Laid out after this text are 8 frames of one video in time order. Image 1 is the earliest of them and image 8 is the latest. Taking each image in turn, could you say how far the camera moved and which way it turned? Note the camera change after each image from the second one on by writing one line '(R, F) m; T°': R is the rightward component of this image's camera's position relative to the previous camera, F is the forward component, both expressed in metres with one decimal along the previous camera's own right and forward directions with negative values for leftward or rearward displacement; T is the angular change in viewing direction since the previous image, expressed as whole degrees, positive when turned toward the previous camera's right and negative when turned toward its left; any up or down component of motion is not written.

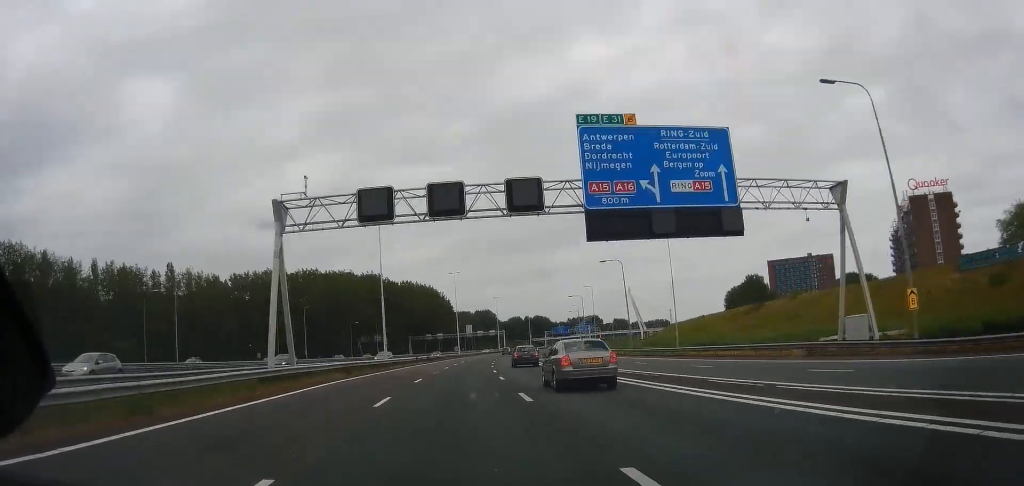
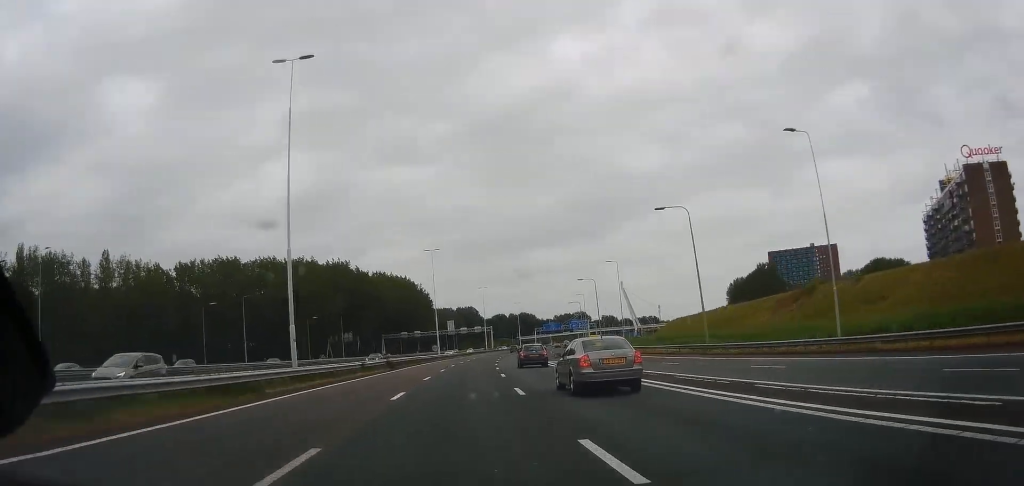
(+1.2, +28.2) m; +3°
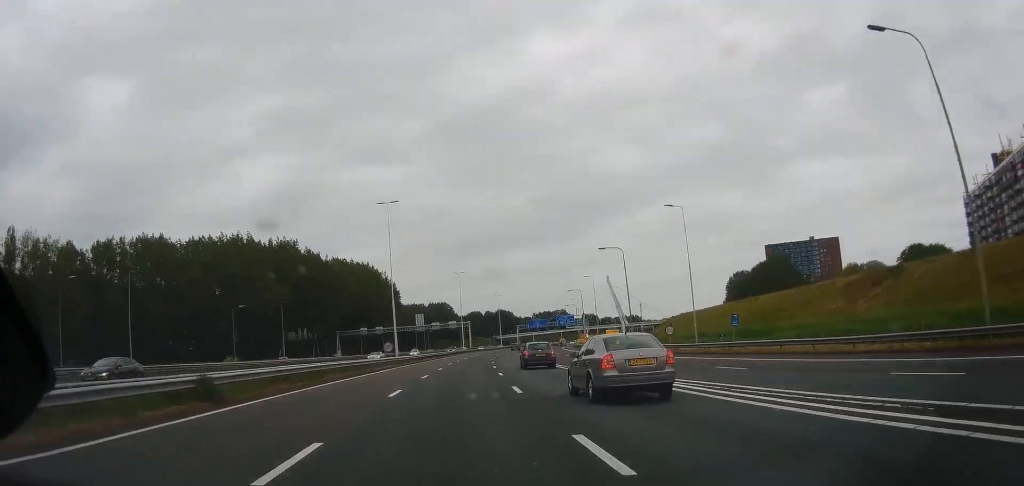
(+2.0, +32.4) m; +3°
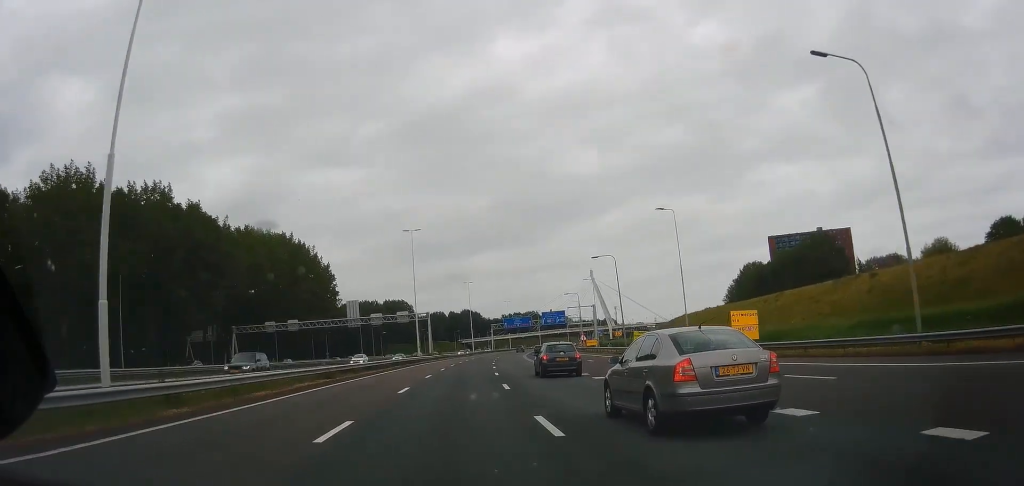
(+0.2, +55.1) m; 0°
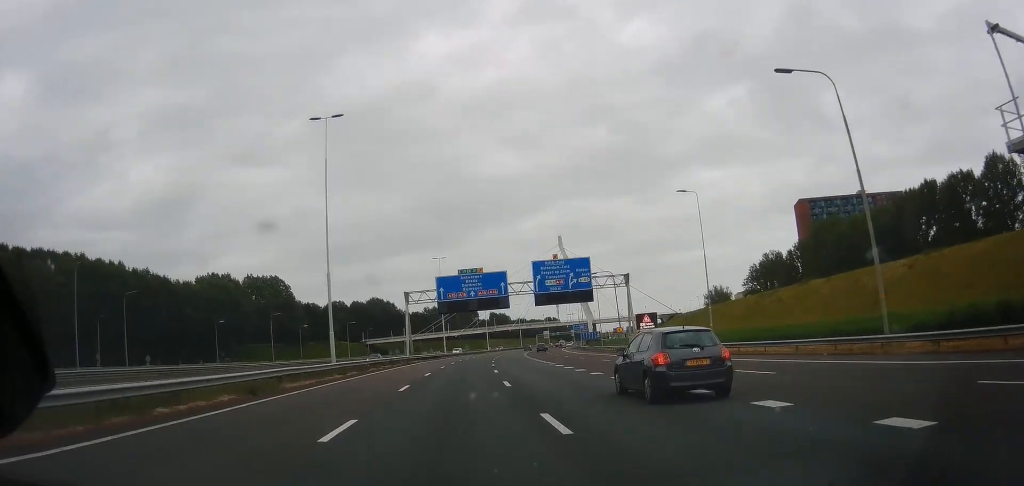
(0.0, +118.8) m; 0°
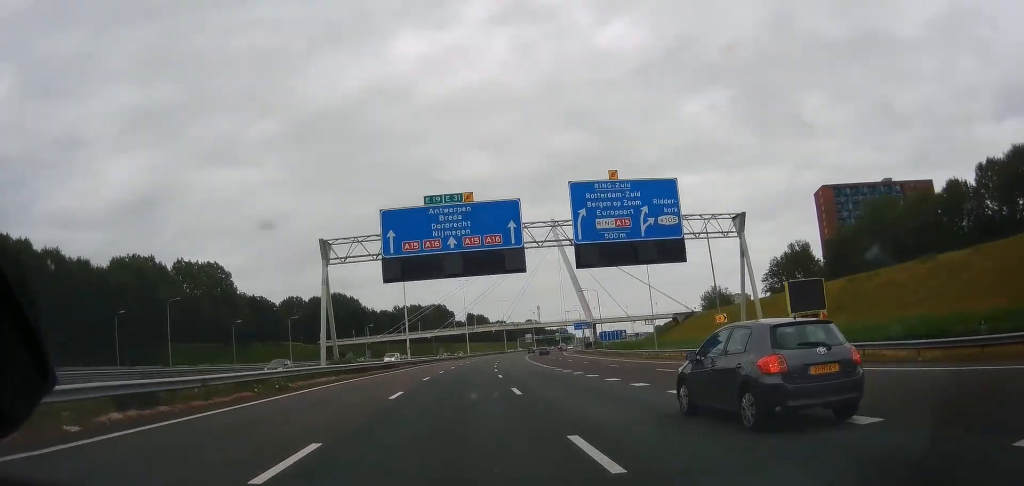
(0.0, +39.8) m; 0°
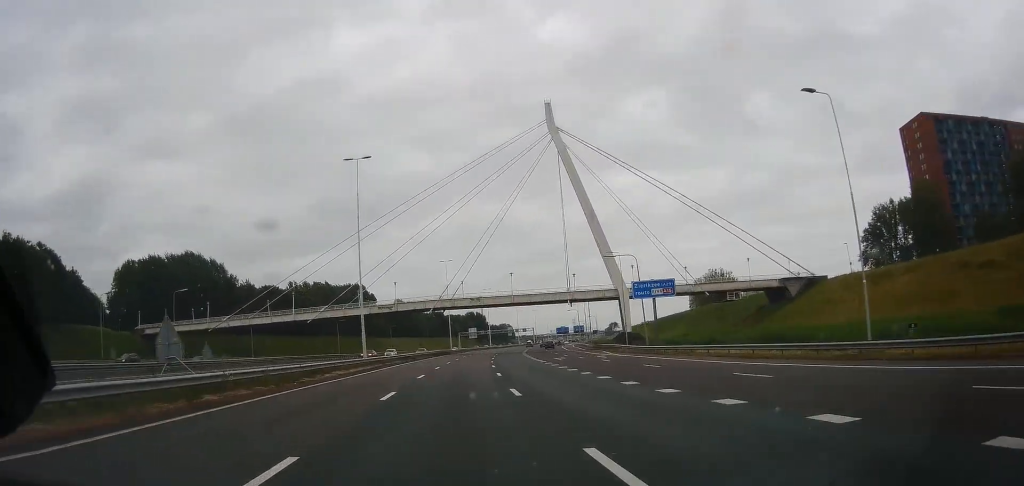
(+6.1, +98.0) m; +10°
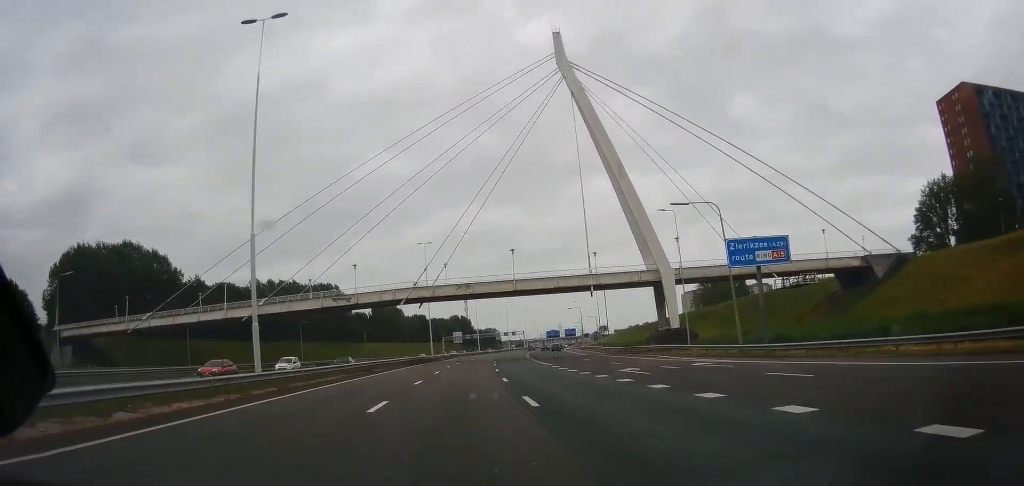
(+0.8, +26.4) m; +3°
